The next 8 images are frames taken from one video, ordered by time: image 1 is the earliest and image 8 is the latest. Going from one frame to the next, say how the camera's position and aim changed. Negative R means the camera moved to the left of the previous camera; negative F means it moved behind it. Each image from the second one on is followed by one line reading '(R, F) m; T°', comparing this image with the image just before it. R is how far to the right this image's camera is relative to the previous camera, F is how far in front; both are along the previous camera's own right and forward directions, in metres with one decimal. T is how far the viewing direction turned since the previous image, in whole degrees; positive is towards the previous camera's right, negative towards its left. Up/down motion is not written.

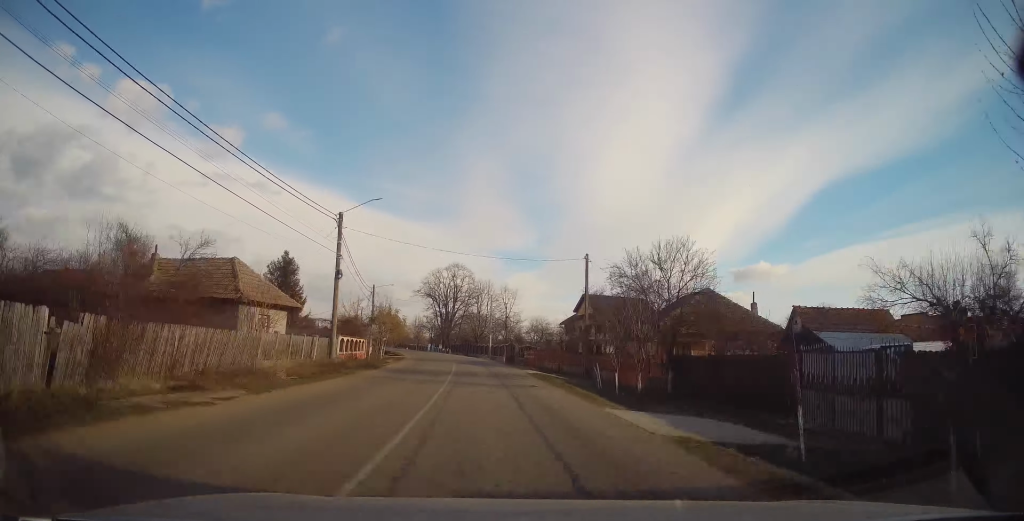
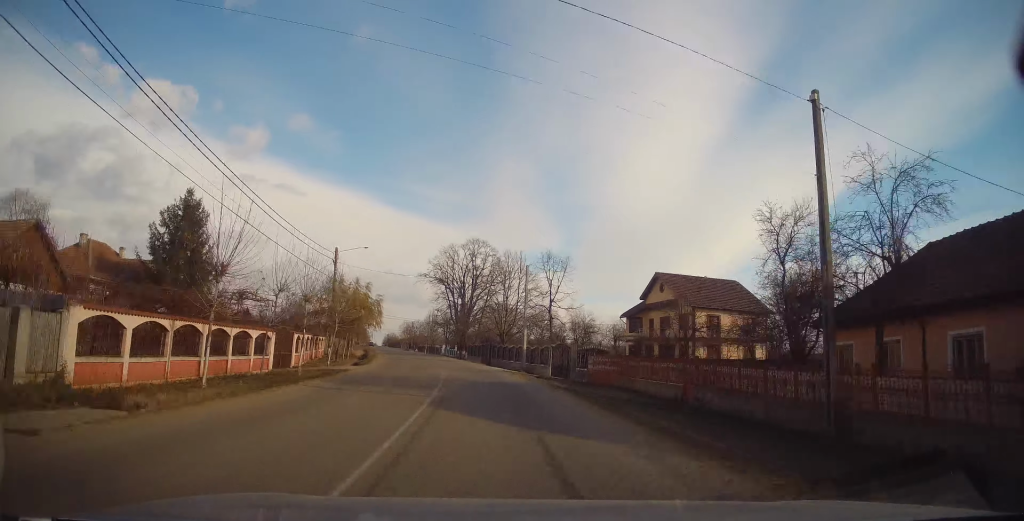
(+0.2, +25.4) m; -3°
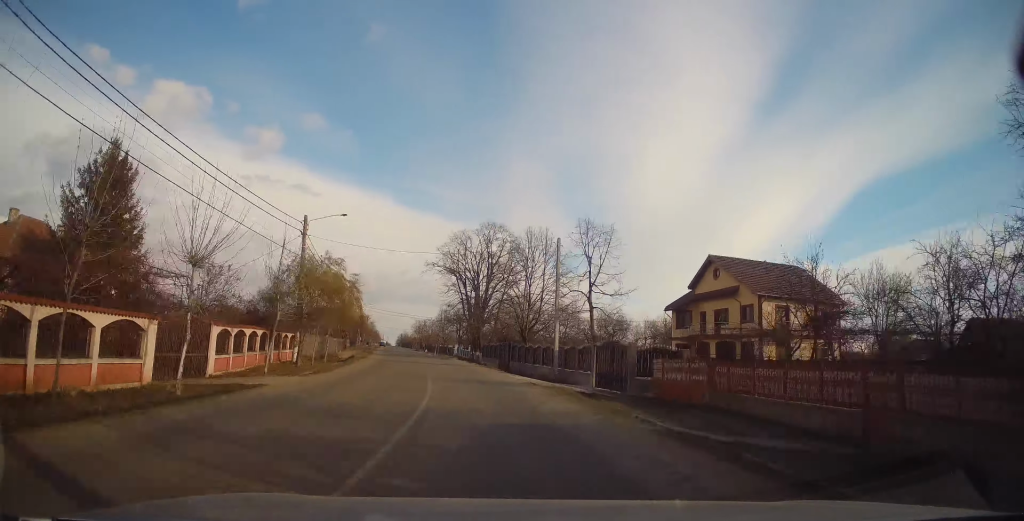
(0.0, +10.7) m; -3°
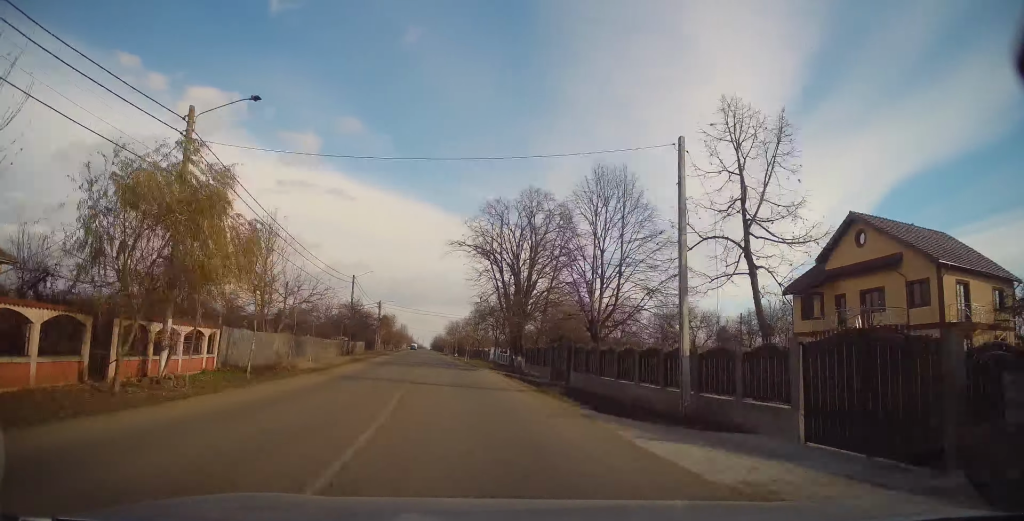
(-0.9, +15.5) m; -5°
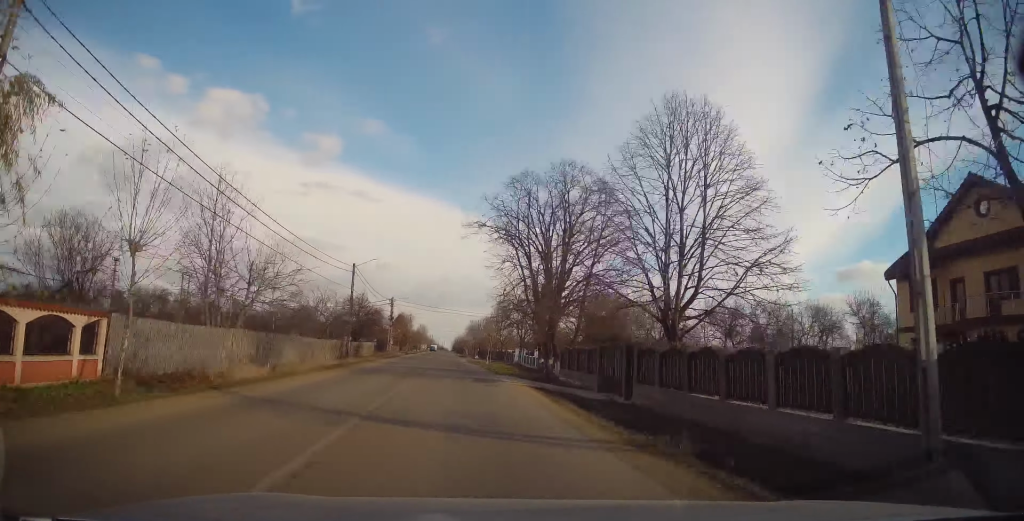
(-0.2, +8.5) m; -2°
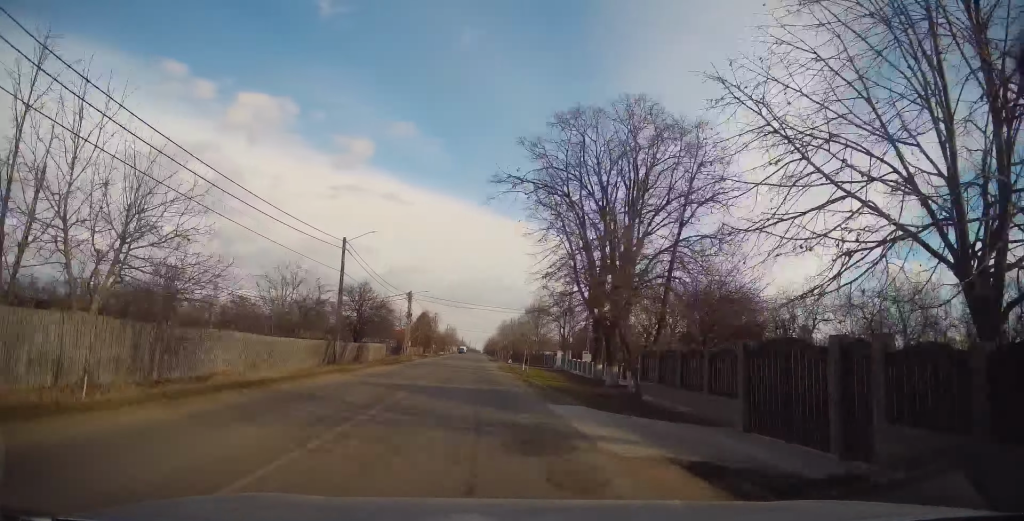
(-0.2, +12.2) m; -2°
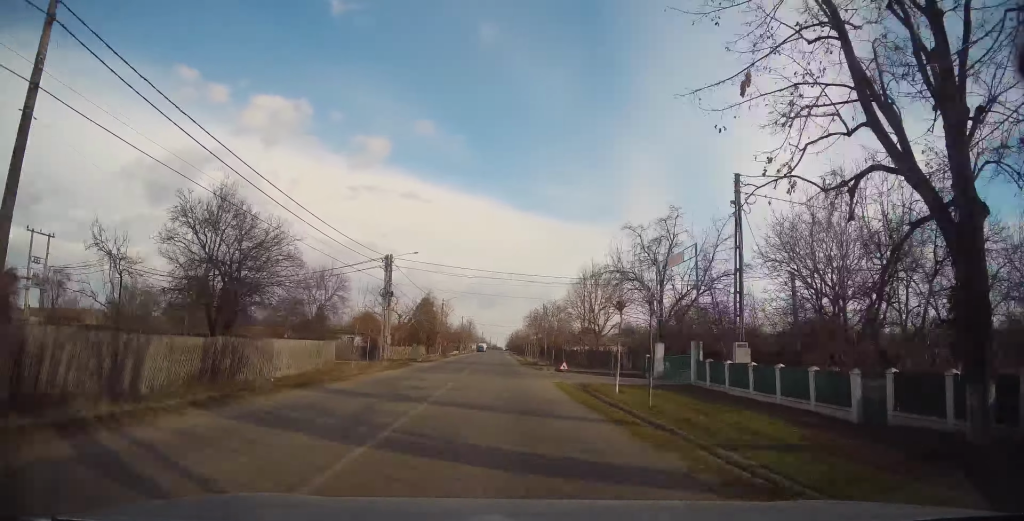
(-0.7, +27.4) m; -2°
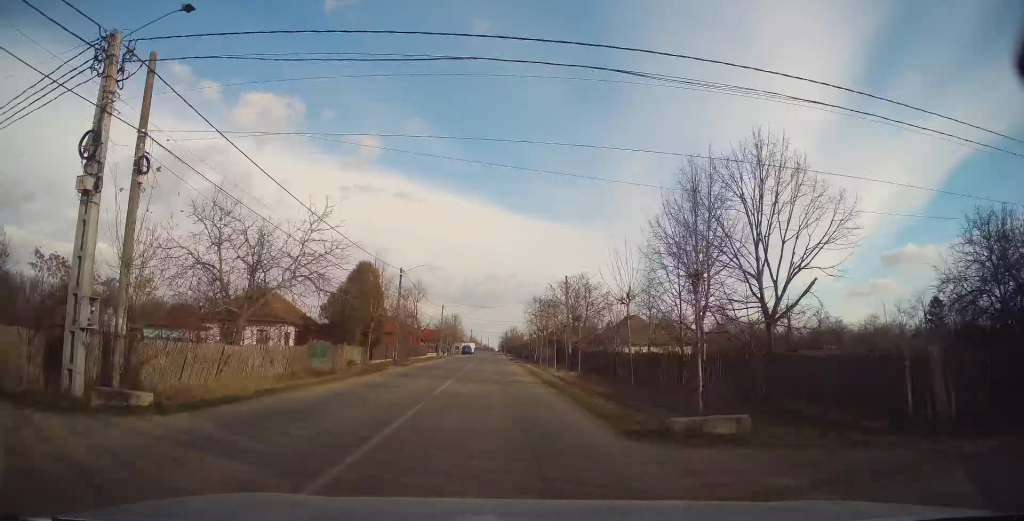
(0.0, +31.6) m; 0°
